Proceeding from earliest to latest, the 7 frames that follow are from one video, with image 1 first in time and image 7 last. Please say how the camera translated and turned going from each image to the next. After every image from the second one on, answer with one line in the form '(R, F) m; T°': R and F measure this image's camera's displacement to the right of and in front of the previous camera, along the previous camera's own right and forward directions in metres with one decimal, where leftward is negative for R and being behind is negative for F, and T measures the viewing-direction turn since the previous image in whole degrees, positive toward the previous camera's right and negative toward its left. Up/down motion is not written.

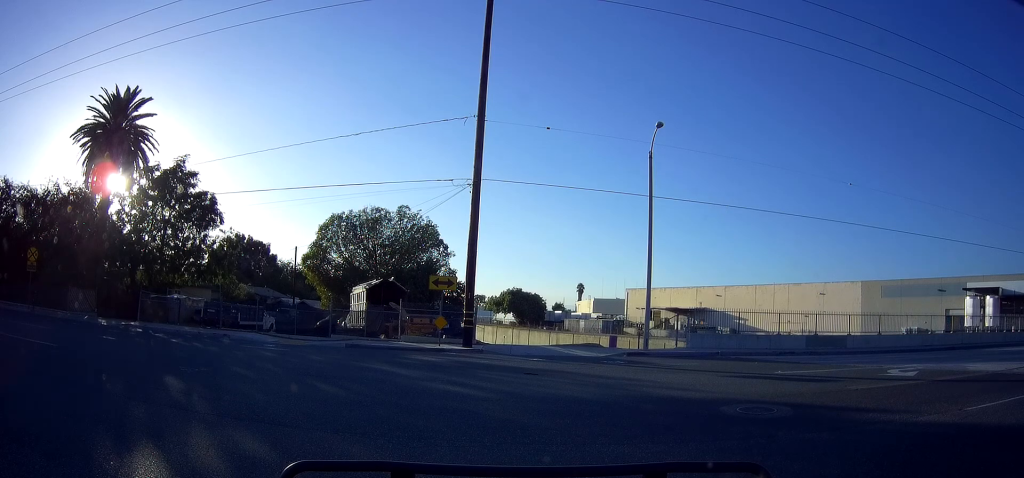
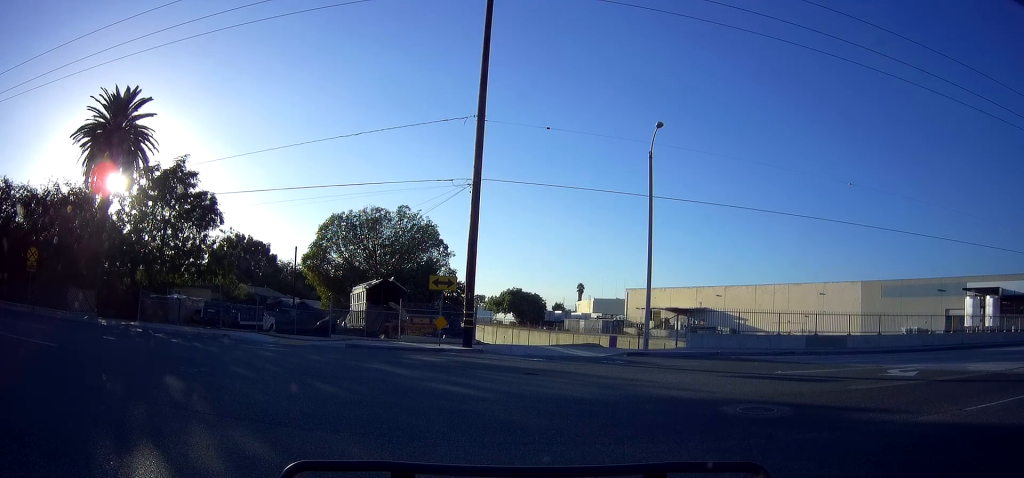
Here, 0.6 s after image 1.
(0.0, 0.0) m; 0°
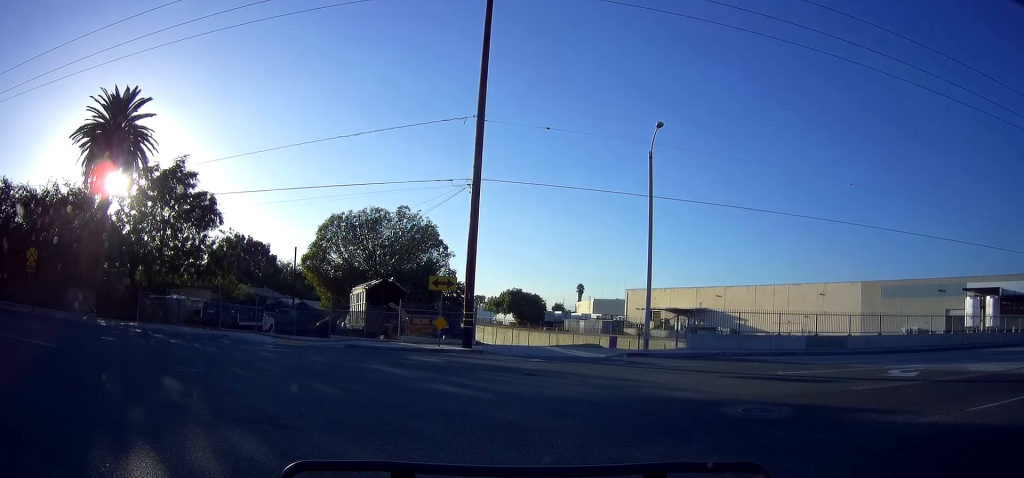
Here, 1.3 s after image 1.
(-0.1, +0.2) m; 0°
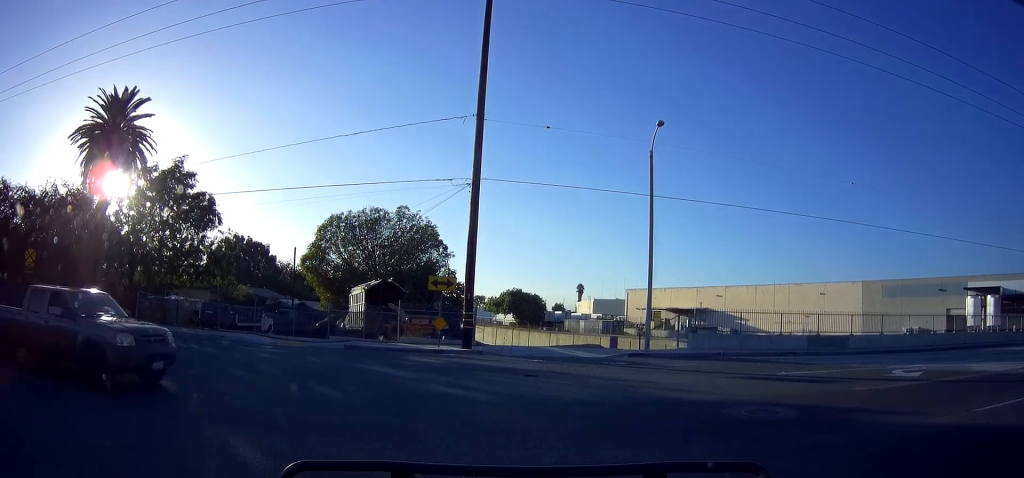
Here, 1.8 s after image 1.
(-0.2, +0.4) m; -3°
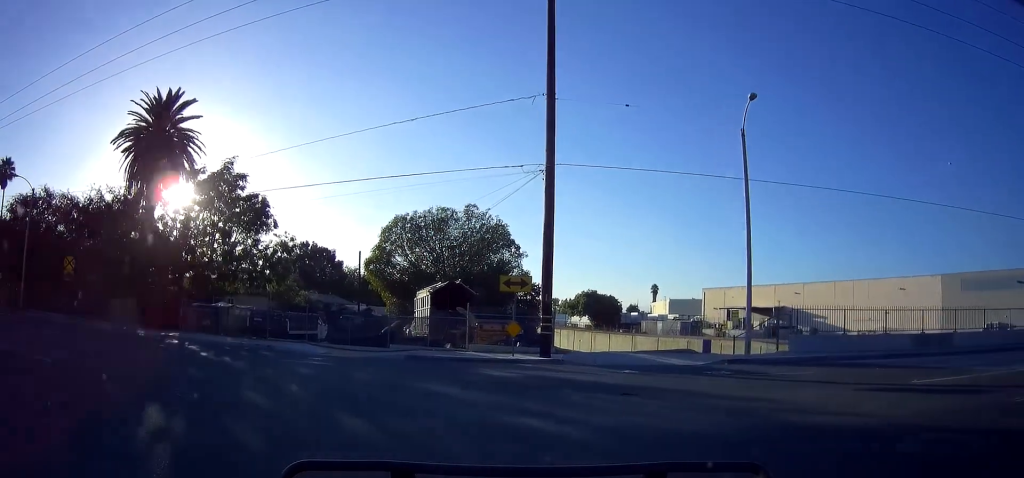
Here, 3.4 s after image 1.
(-0.2, +3.0) m; -19°
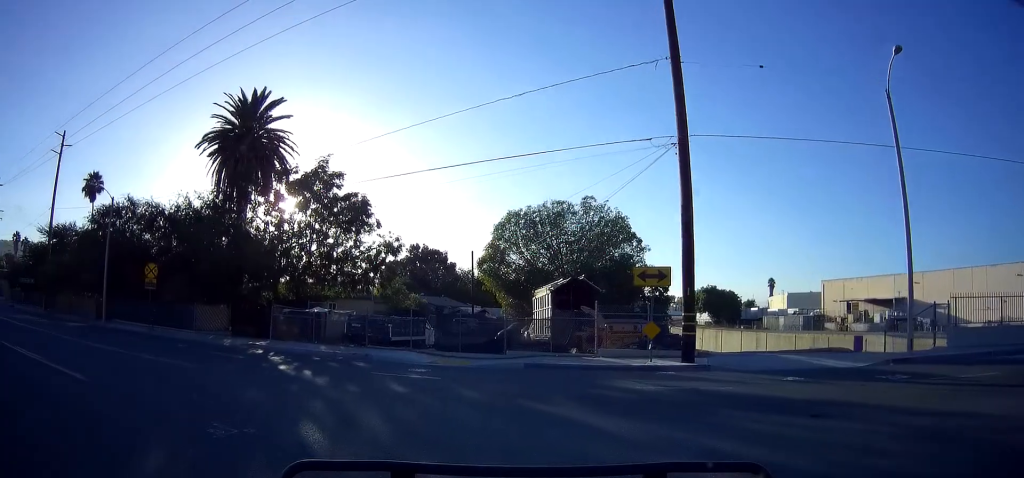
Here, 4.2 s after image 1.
(-0.6, +3.1) m; -17°
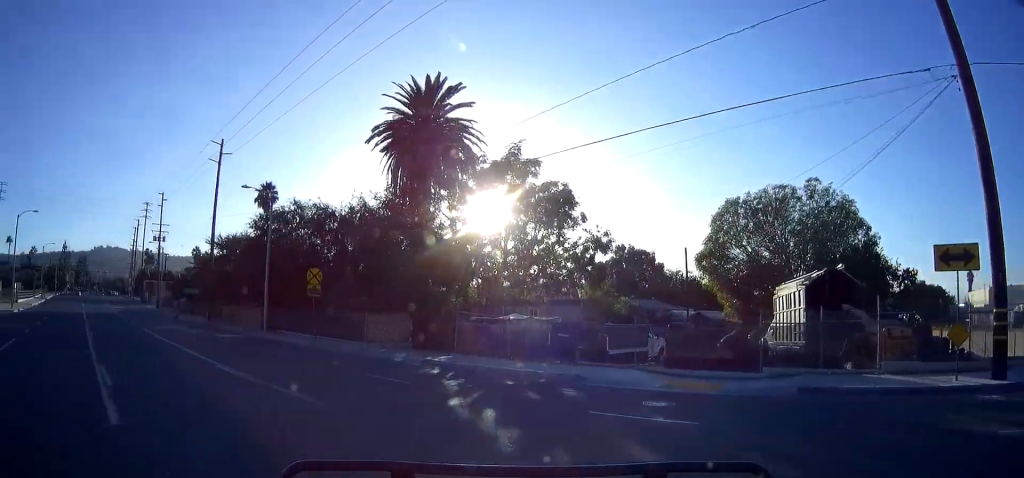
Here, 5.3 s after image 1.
(-0.9, +5.0) m; -18°
